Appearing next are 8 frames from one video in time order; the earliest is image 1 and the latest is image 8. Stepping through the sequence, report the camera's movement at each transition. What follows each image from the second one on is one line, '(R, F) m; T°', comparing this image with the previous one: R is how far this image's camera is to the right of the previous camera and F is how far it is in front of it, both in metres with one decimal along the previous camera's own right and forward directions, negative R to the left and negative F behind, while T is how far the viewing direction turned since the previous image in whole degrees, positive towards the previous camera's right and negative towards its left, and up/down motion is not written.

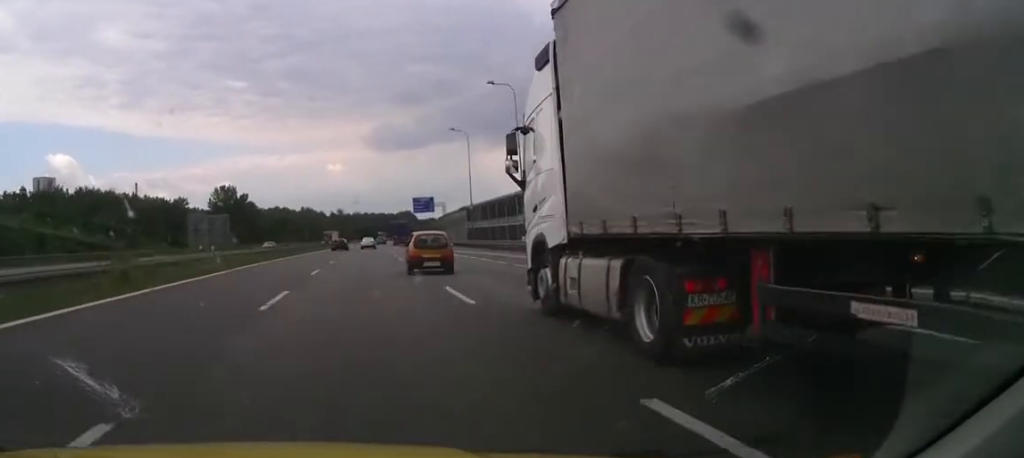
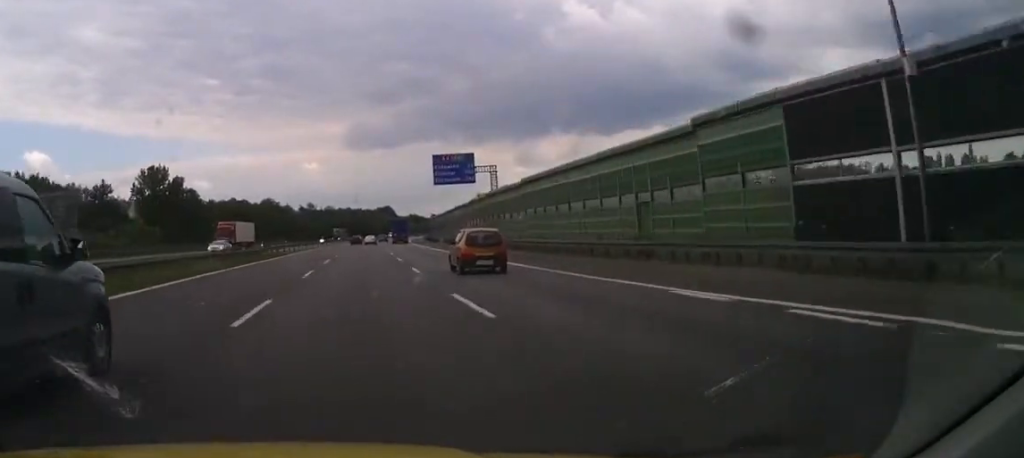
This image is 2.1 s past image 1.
(+0.4, +60.0) m; +2°
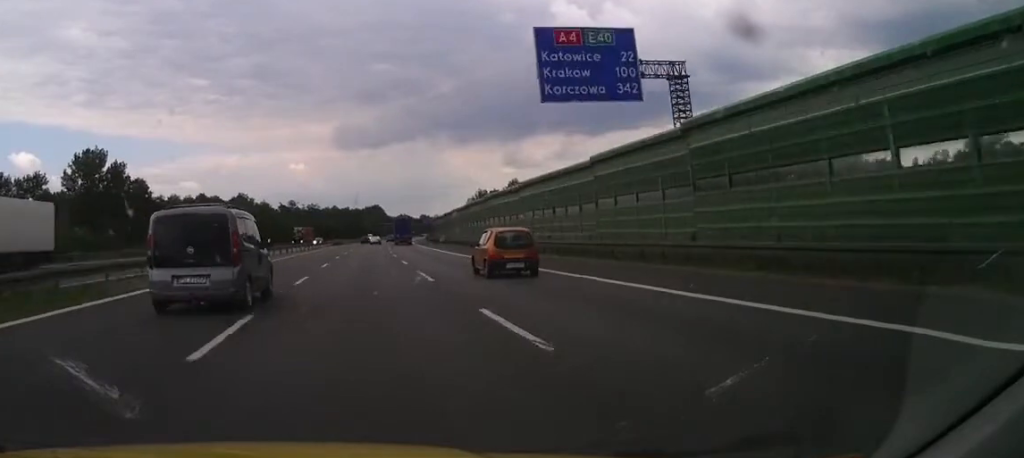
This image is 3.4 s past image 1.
(+1.0, +37.9) m; +1°
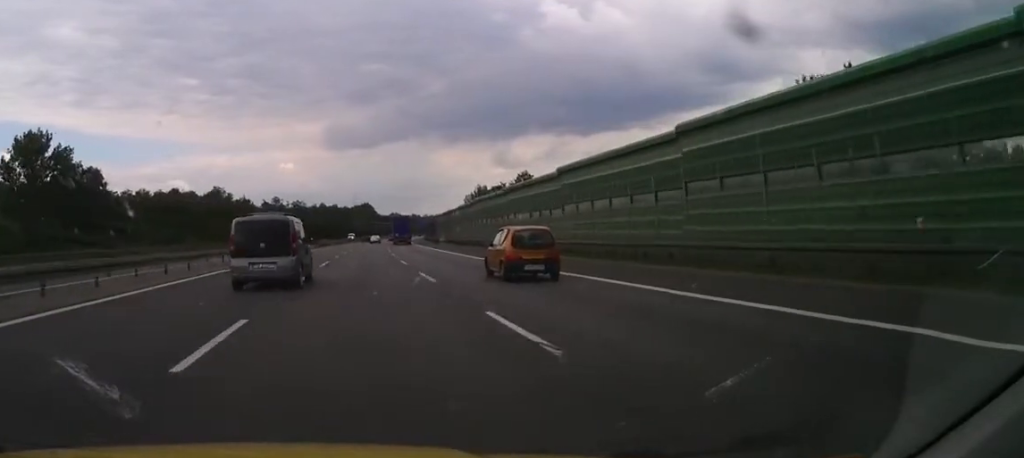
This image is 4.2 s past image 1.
(0.0, +23.9) m; 0°
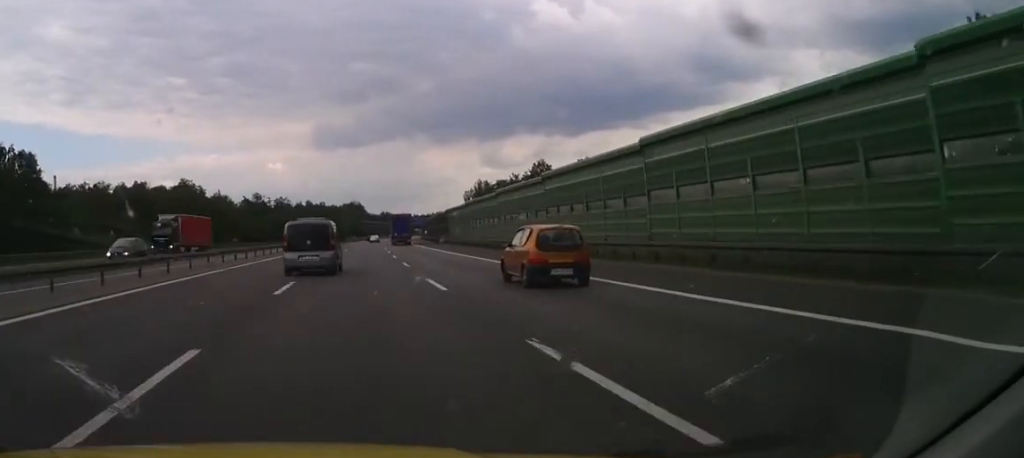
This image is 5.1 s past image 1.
(0.0, +26.2) m; 0°
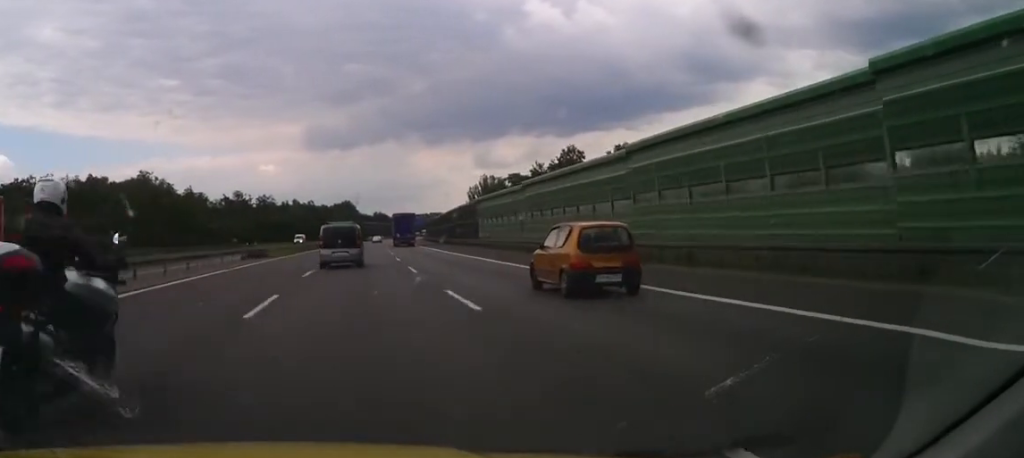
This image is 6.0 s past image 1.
(+0.1, +27.5) m; +1°
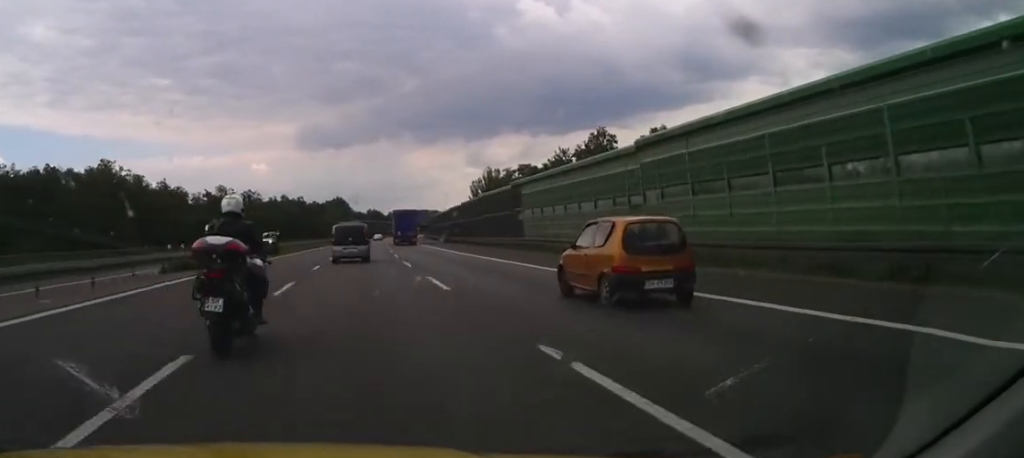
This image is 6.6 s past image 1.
(+0.2, +19.7) m; +1°
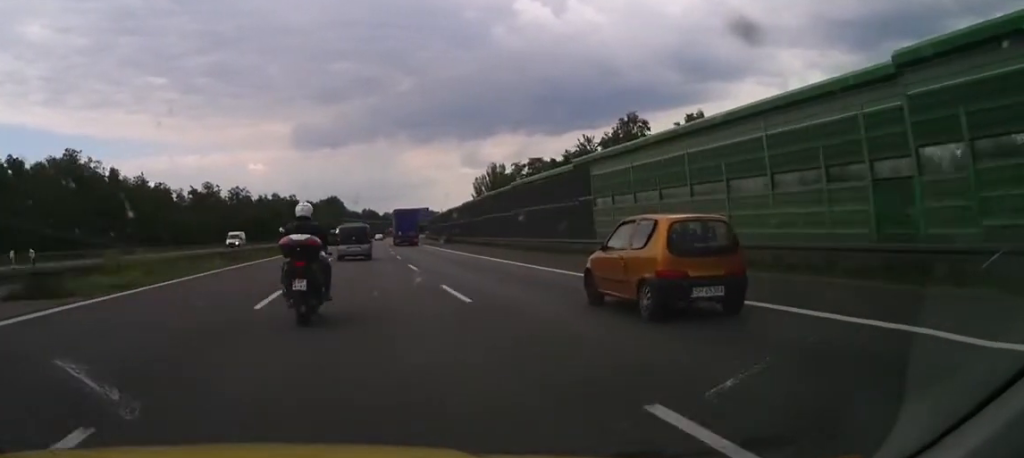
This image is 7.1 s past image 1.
(+0.1, +14.7) m; +1°
